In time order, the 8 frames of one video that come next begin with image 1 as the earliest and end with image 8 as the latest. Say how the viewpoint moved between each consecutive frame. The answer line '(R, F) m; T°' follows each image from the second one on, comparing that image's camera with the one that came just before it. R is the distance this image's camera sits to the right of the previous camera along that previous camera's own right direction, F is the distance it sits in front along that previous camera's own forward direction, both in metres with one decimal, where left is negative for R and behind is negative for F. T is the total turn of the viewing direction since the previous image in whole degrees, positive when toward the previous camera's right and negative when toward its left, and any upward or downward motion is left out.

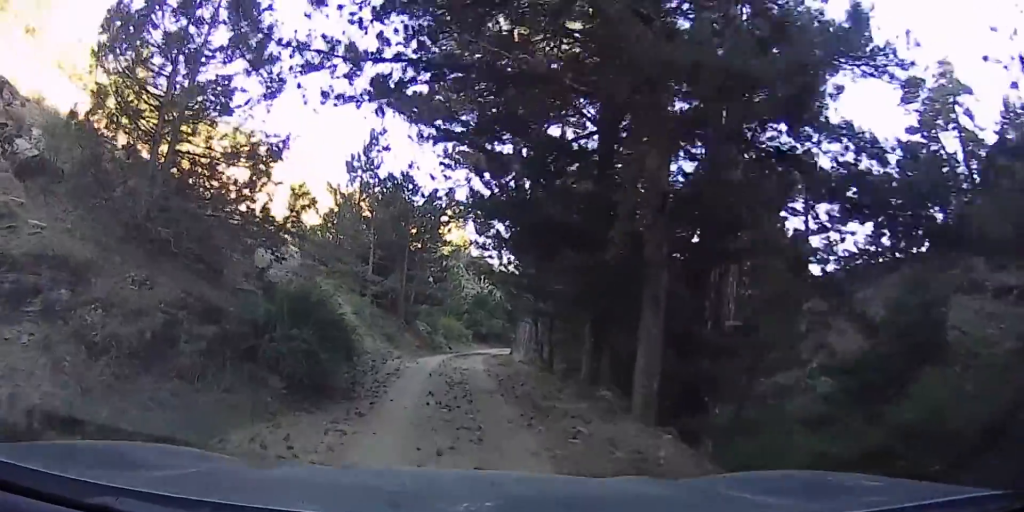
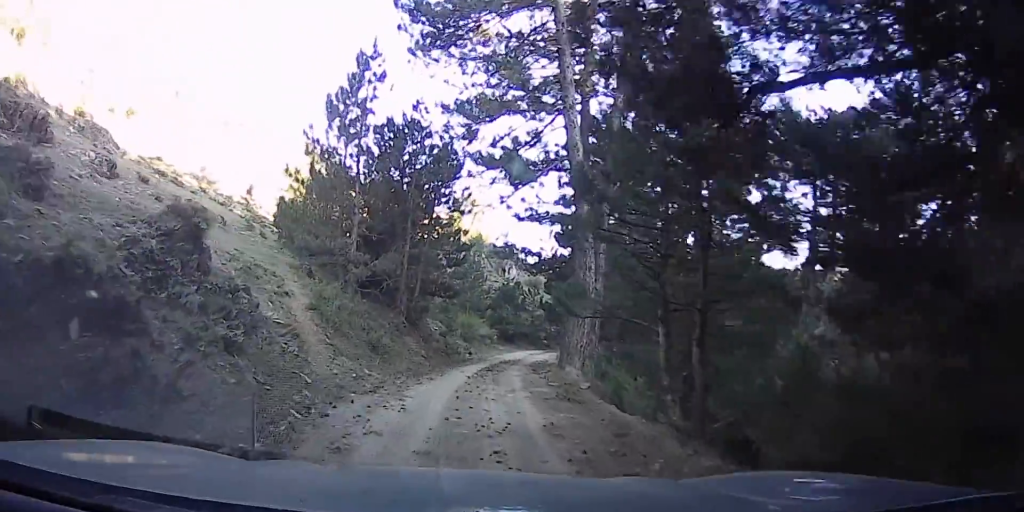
(-0.2, +8.8) m; -1°
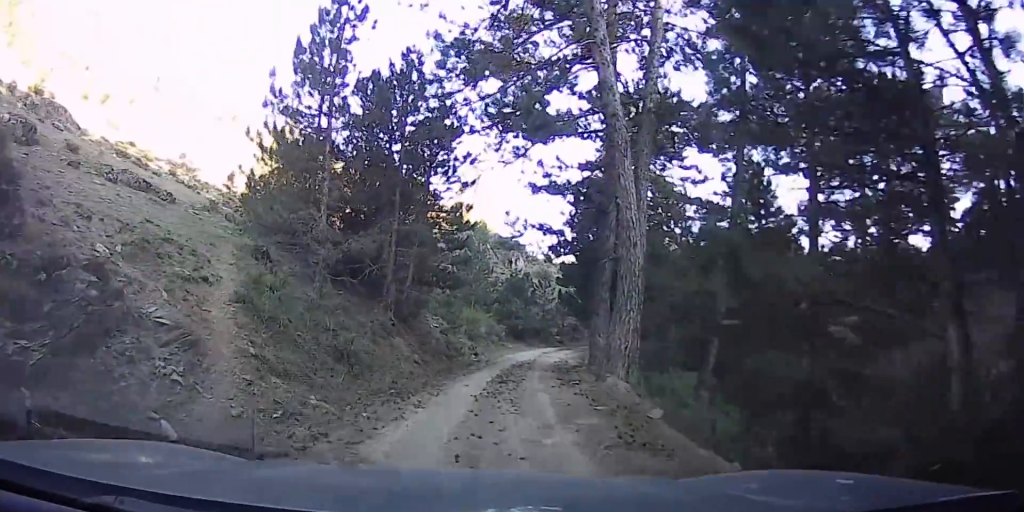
(0.0, +4.3) m; +1°
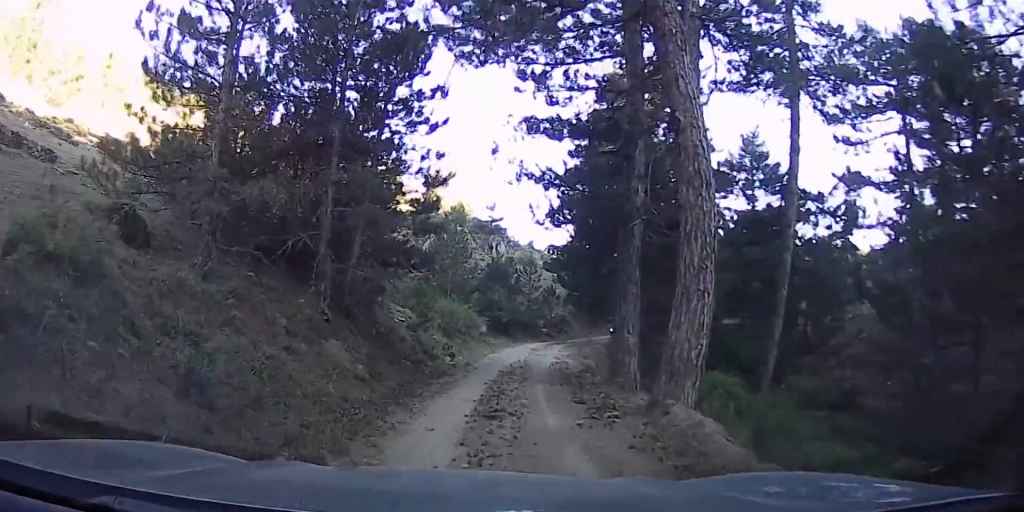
(+0.2, +5.0) m; +3°
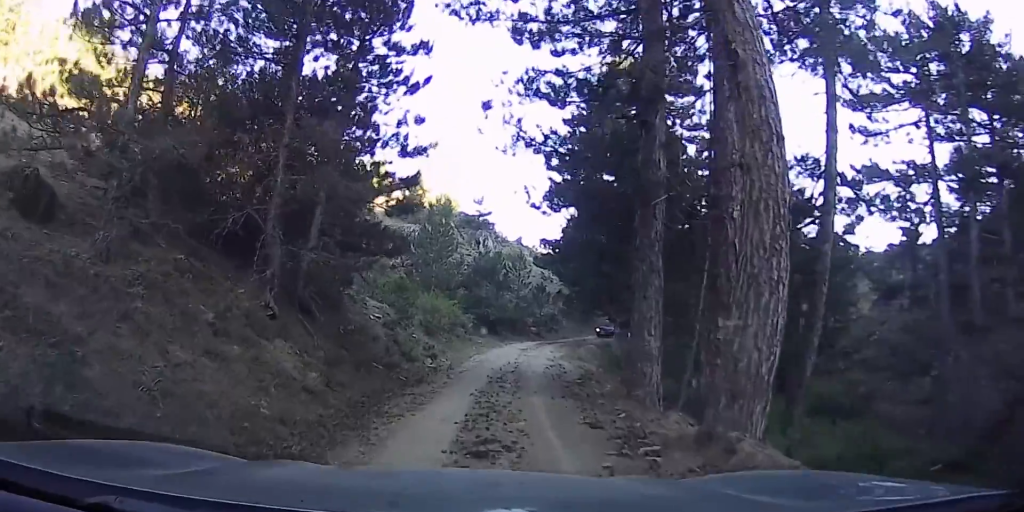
(0.0, +2.1) m; +1°
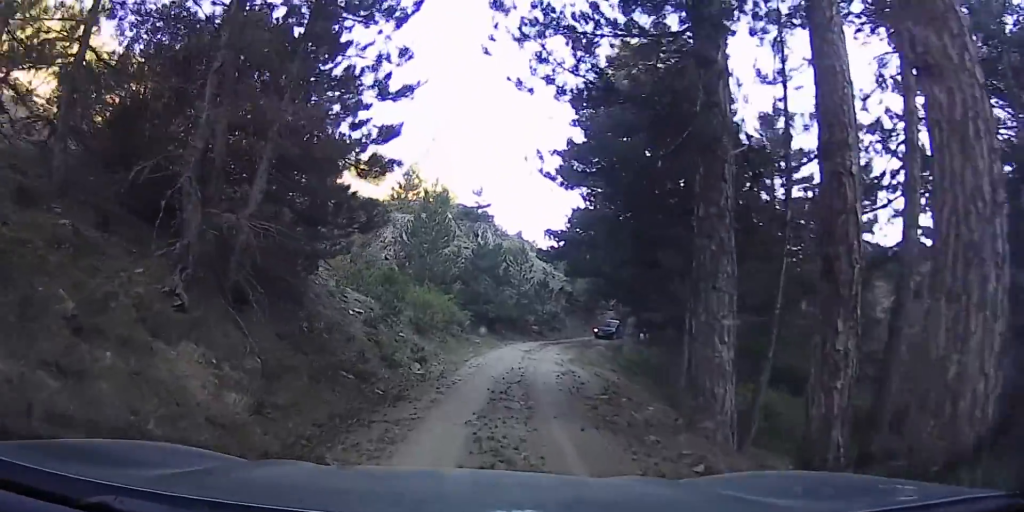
(0.0, +2.4) m; +2°
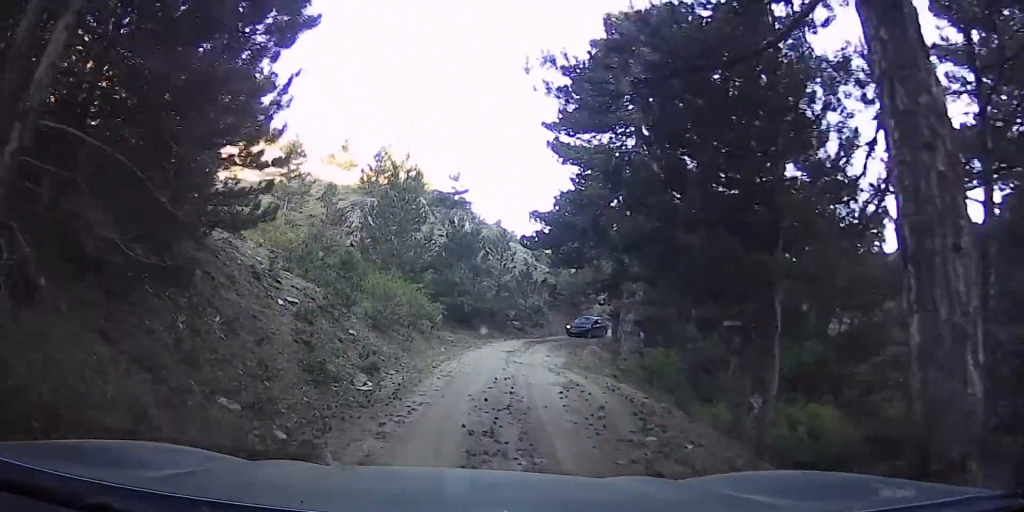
(+0.1, +3.3) m; +4°
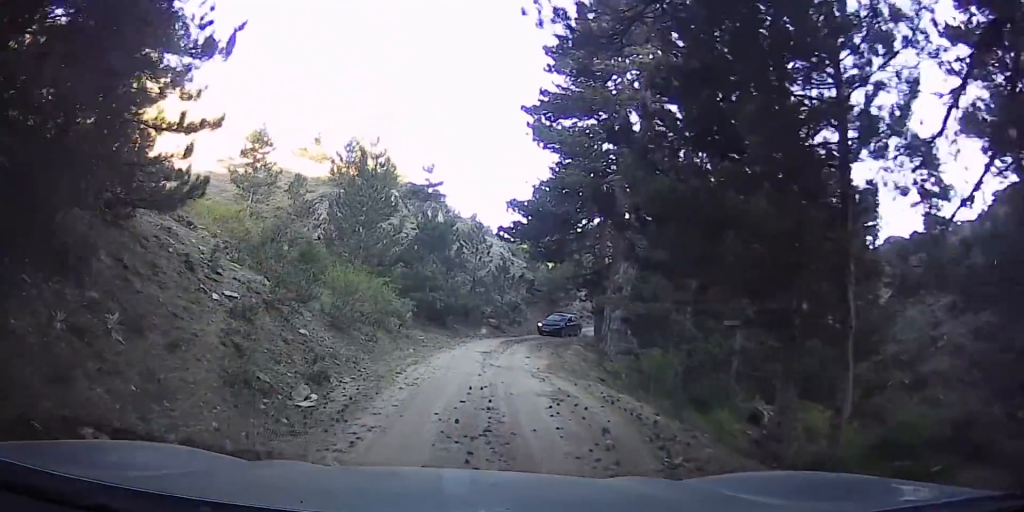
(0.0, +1.7) m; +2°
